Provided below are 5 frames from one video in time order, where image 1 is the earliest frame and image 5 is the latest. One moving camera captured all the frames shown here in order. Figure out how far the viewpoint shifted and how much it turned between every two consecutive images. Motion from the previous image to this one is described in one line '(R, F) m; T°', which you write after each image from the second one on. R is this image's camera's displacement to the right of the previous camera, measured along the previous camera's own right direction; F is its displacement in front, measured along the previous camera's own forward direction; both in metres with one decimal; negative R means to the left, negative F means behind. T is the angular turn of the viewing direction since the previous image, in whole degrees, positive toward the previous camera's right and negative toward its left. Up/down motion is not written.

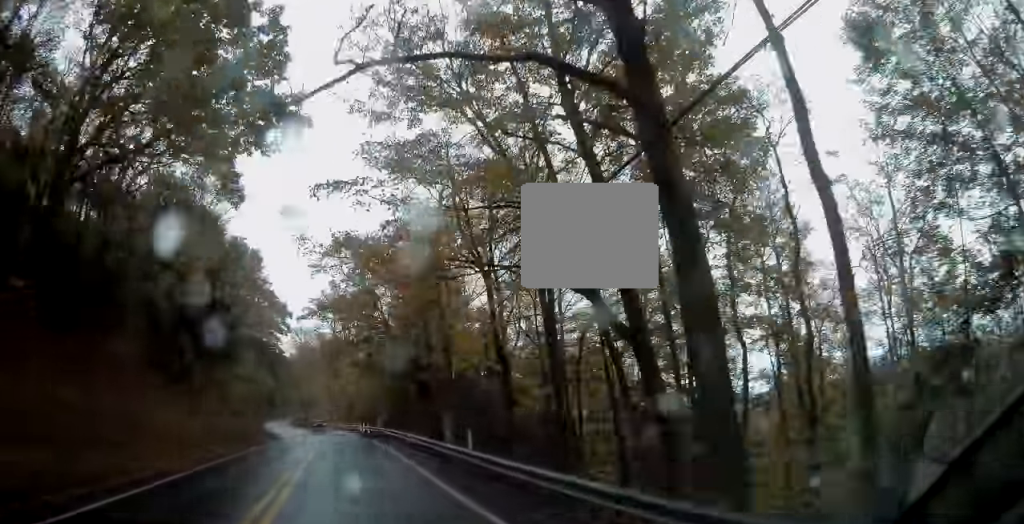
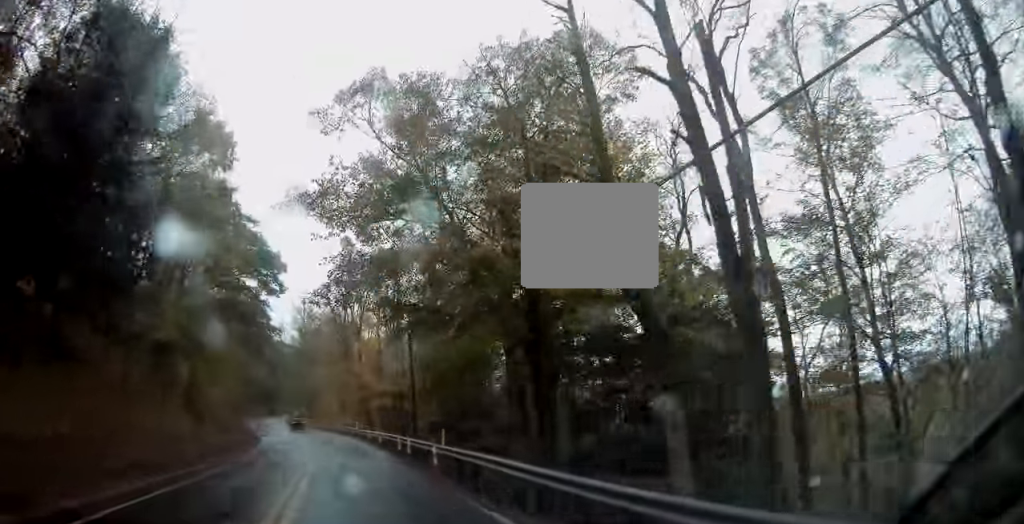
(+0.6, +26.4) m; +1°
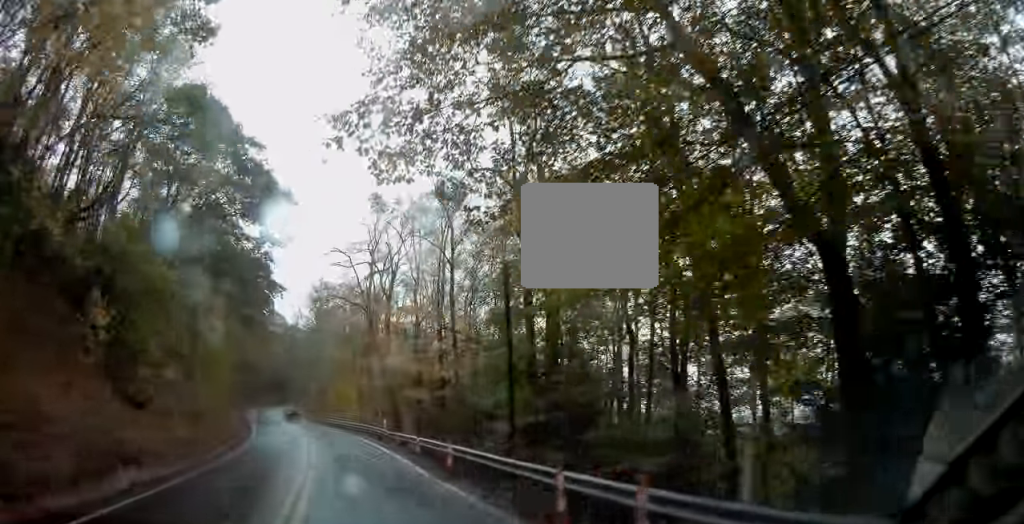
(-0.1, +15.6) m; -1°
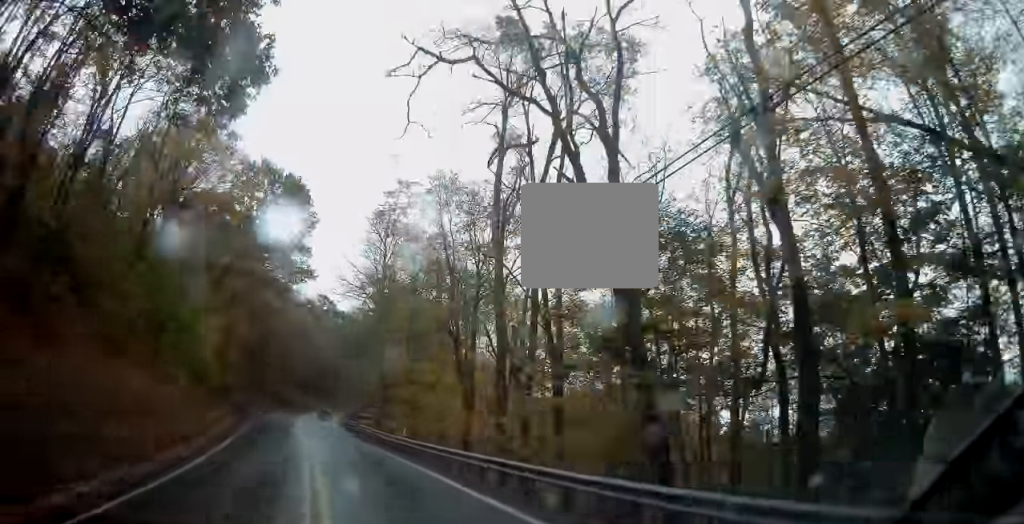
(-2.2, +35.4) m; -7°
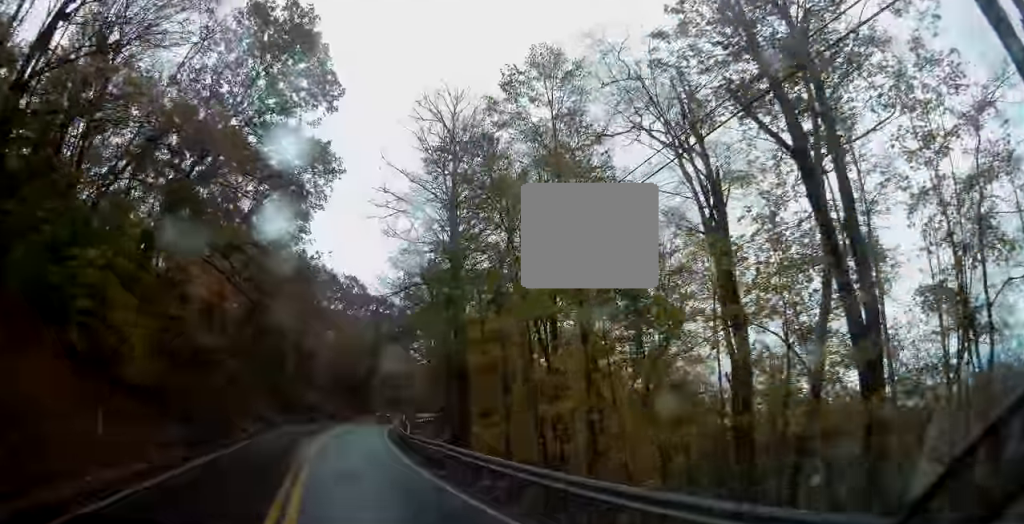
(-0.8, +27.3) m; -2°
